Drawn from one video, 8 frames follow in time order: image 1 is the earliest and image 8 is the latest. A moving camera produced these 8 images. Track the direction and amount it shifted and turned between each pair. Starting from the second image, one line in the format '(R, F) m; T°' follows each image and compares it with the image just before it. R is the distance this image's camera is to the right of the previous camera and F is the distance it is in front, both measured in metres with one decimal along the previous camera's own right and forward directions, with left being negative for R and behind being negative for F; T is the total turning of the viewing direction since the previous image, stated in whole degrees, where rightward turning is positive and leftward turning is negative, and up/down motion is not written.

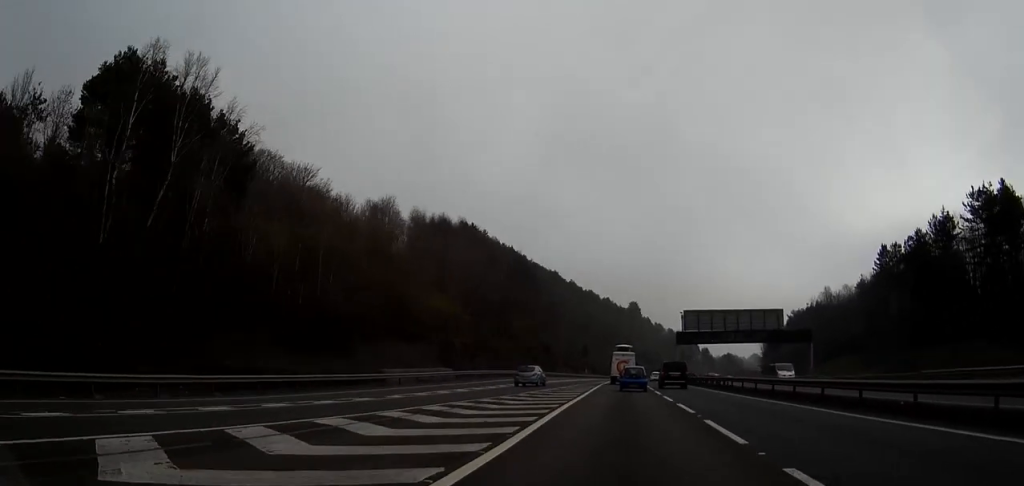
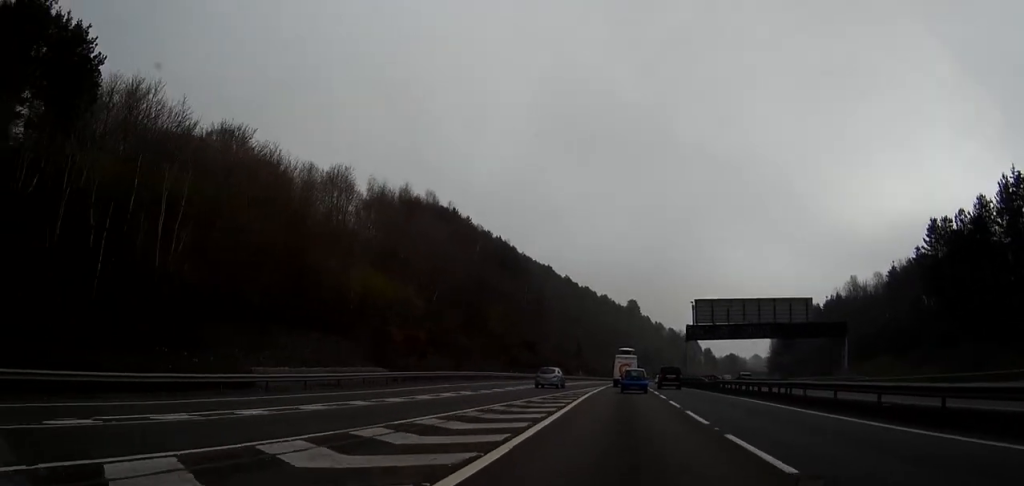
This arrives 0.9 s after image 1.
(0.0, +20.9) m; 0°
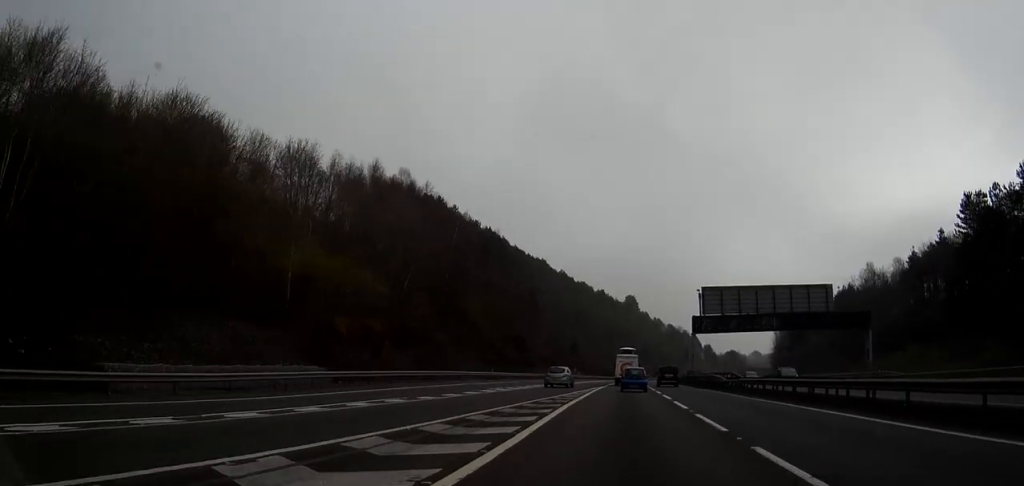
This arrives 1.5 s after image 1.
(0.0, +11.9) m; 0°
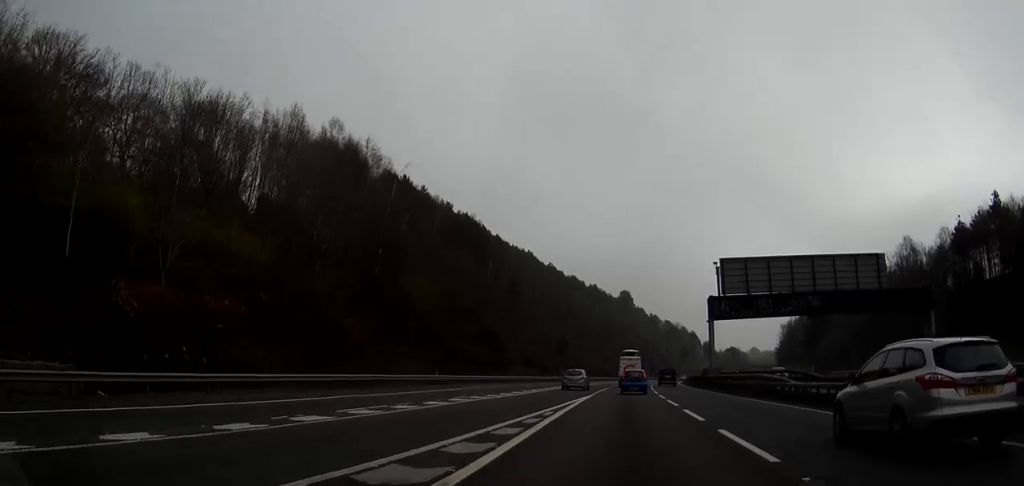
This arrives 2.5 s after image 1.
(+0.1, +22.4) m; +1°
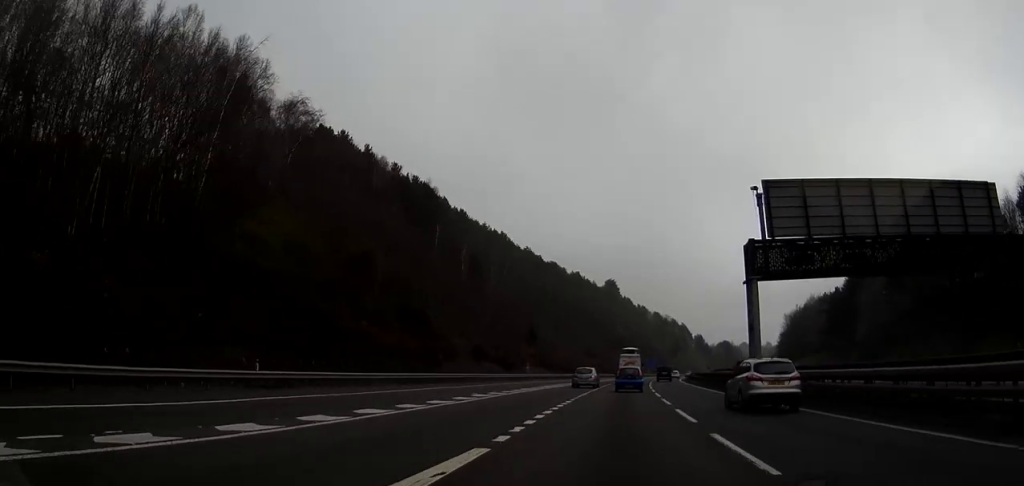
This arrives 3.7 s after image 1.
(+0.1, +27.8) m; +1°
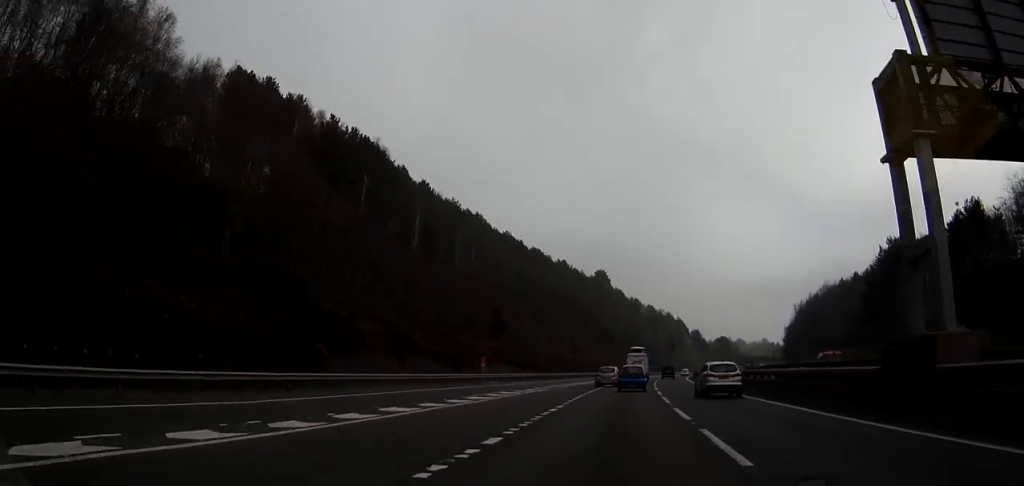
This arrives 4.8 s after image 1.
(+0.4, +25.6) m; +1°
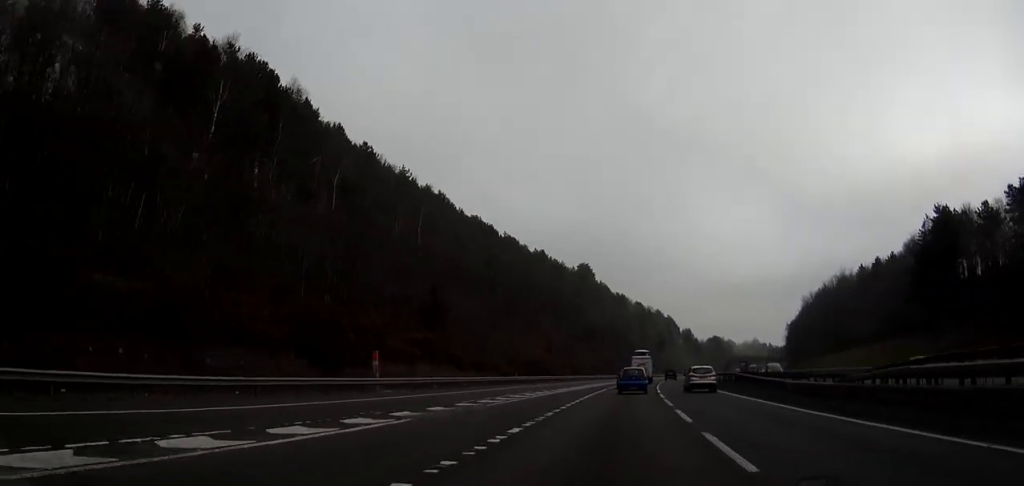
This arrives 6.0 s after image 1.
(+0.1, +27.1) m; 0°
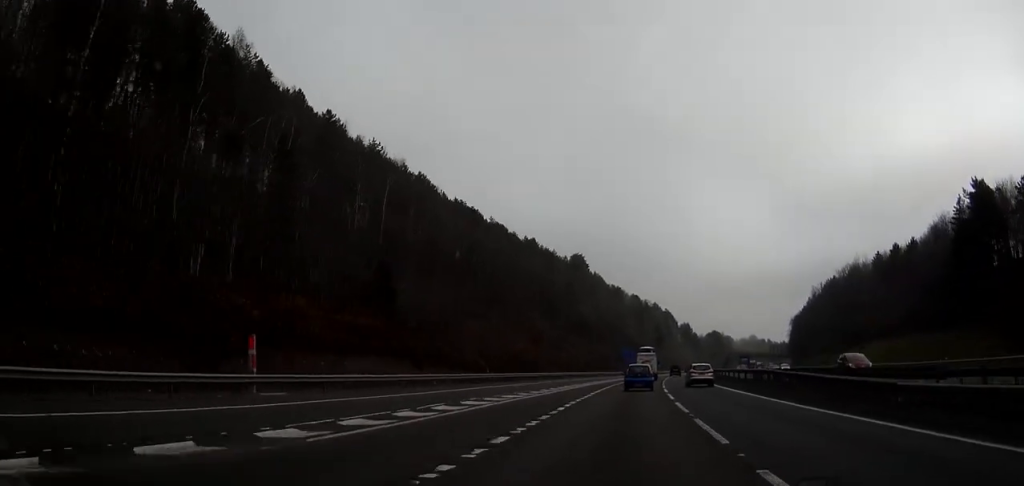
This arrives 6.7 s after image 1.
(+0.1, +14.5) m; +1°
